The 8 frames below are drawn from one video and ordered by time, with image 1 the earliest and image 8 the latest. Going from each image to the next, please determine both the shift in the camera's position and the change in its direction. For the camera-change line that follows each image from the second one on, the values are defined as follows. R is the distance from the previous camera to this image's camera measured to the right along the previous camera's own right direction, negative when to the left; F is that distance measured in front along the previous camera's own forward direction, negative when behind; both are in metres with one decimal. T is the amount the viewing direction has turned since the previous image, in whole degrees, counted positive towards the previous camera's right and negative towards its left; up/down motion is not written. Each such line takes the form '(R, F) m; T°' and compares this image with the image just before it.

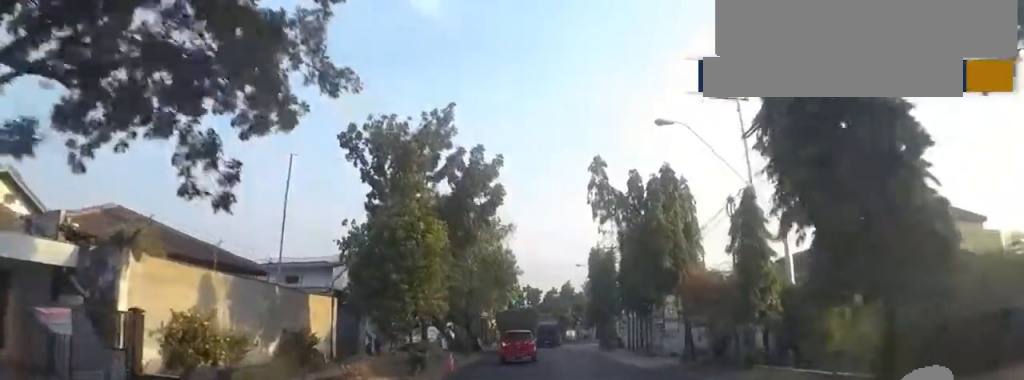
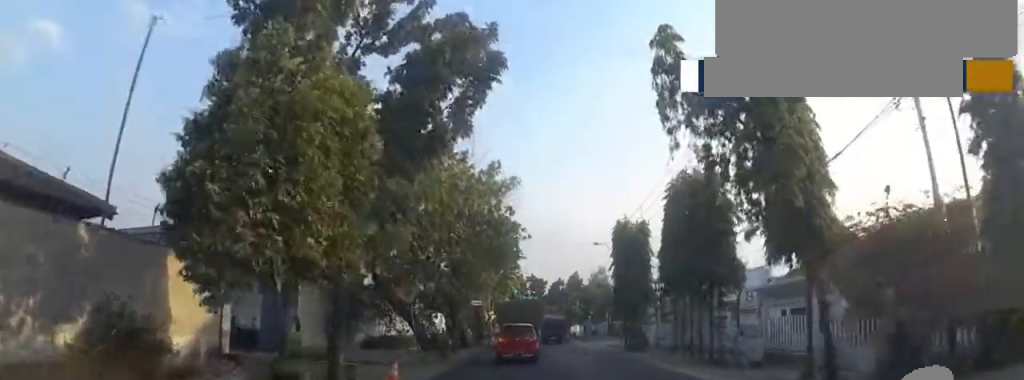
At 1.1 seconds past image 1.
(-1.0, +7.9) m; +4°
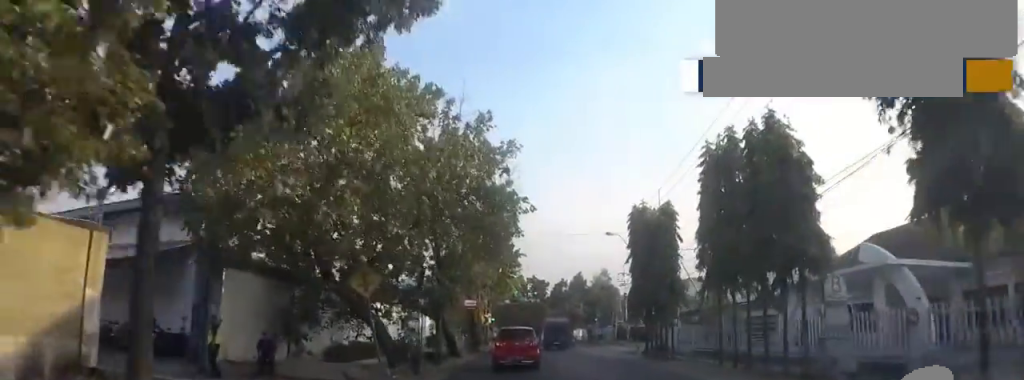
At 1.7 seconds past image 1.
(+0.9, +4.6) m; +8°
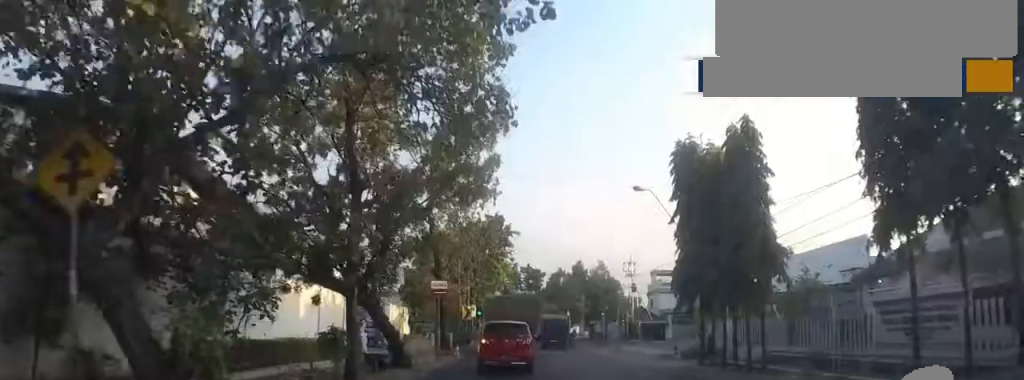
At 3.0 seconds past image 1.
(+0.4, +9.0) m; -8°
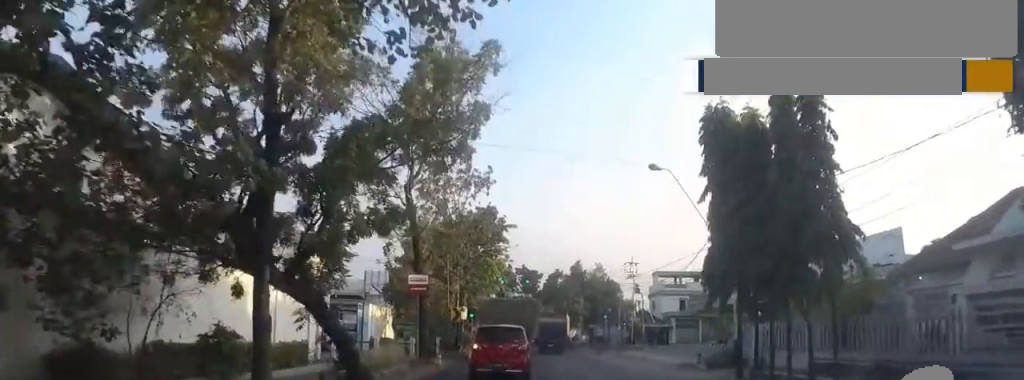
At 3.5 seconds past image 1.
(-0.7, +3.2) m; 0°
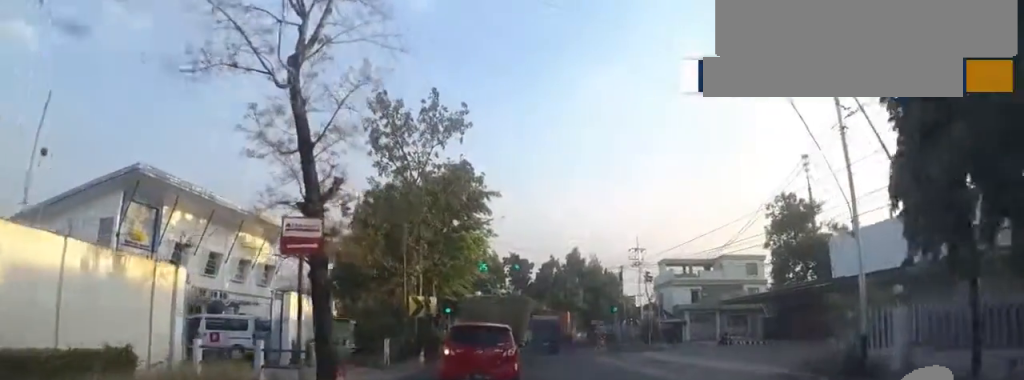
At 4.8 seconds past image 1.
(+0.5, +8.4) m; +10°
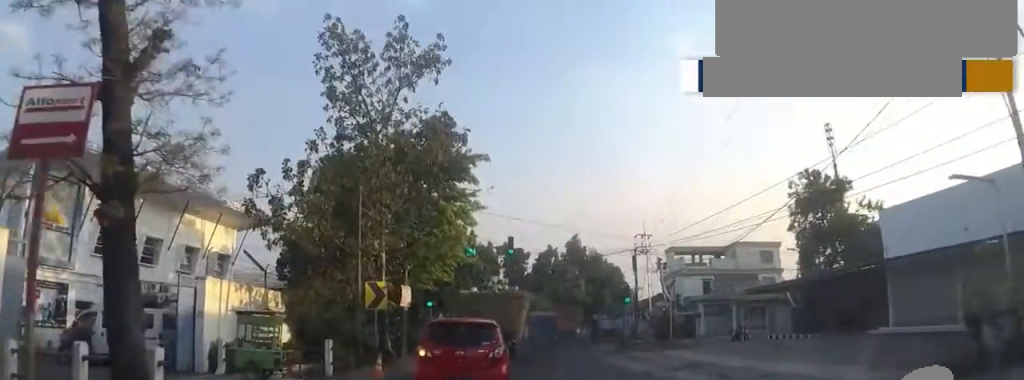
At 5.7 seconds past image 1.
(+0.2, +5.4) m; -6°
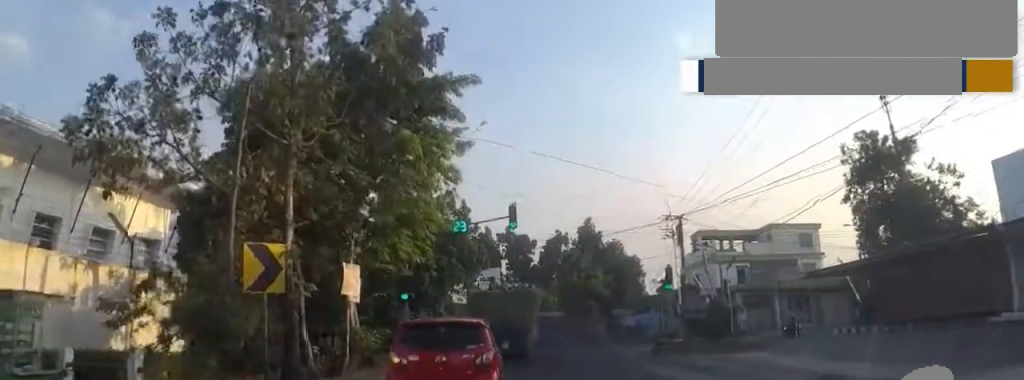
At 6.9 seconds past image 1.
(-1.3, +7.3) m; -4°
